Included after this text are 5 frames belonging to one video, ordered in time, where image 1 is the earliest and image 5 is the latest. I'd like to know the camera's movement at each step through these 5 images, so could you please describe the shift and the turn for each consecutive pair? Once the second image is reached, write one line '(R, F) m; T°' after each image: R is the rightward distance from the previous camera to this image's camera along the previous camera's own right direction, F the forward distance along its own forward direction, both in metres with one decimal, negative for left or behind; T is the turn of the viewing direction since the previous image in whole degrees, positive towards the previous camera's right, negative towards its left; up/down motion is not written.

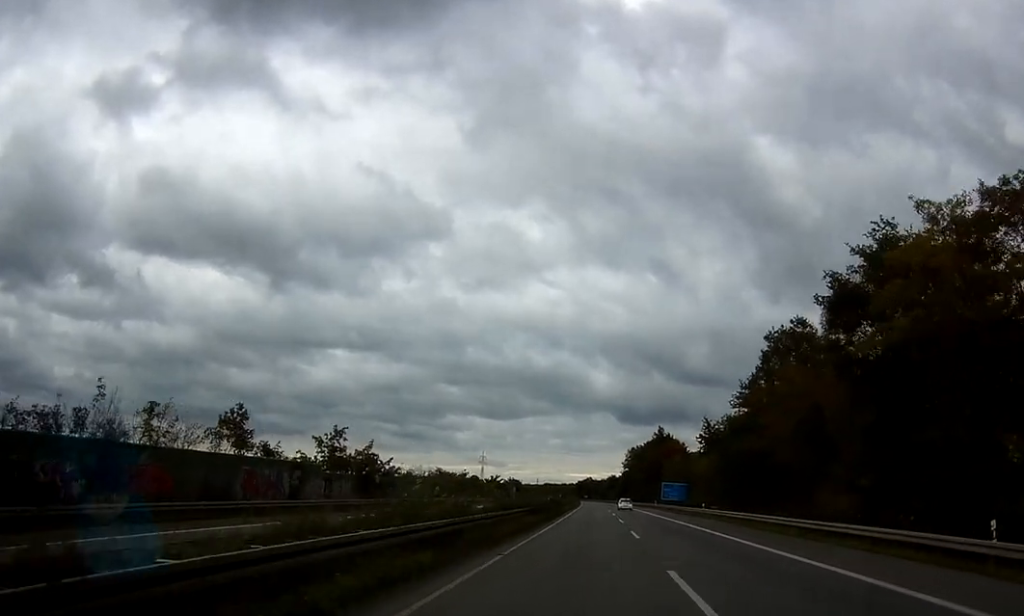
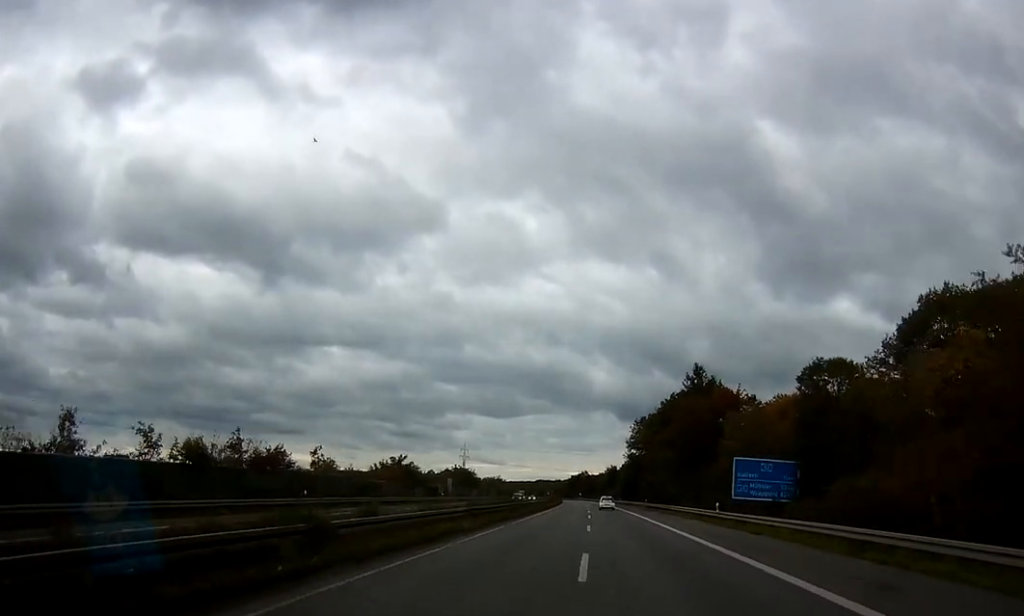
(+0.7, +66.7) m; +2°
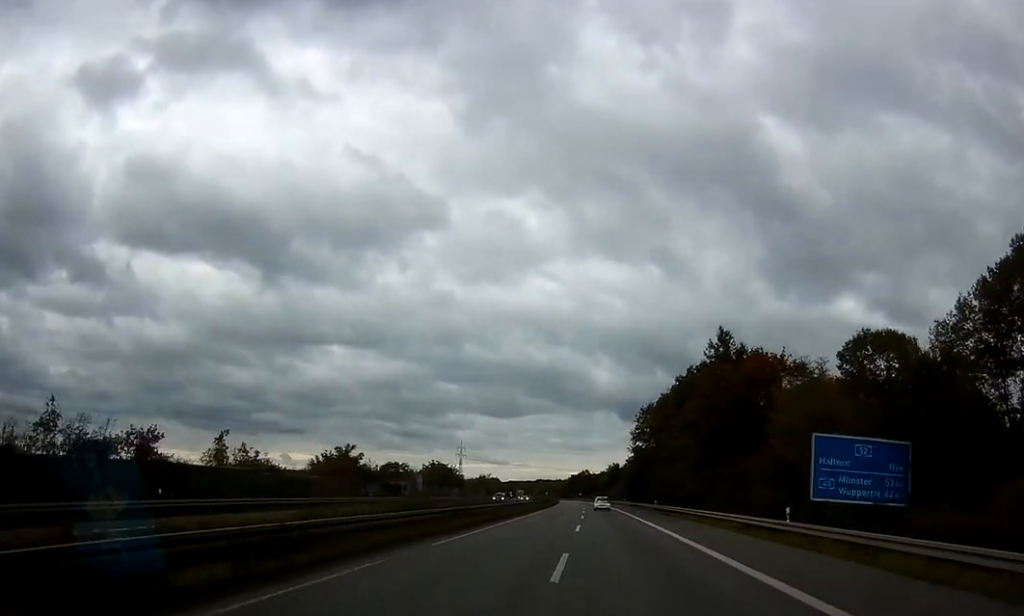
(0.0, +17.5) m; 0°
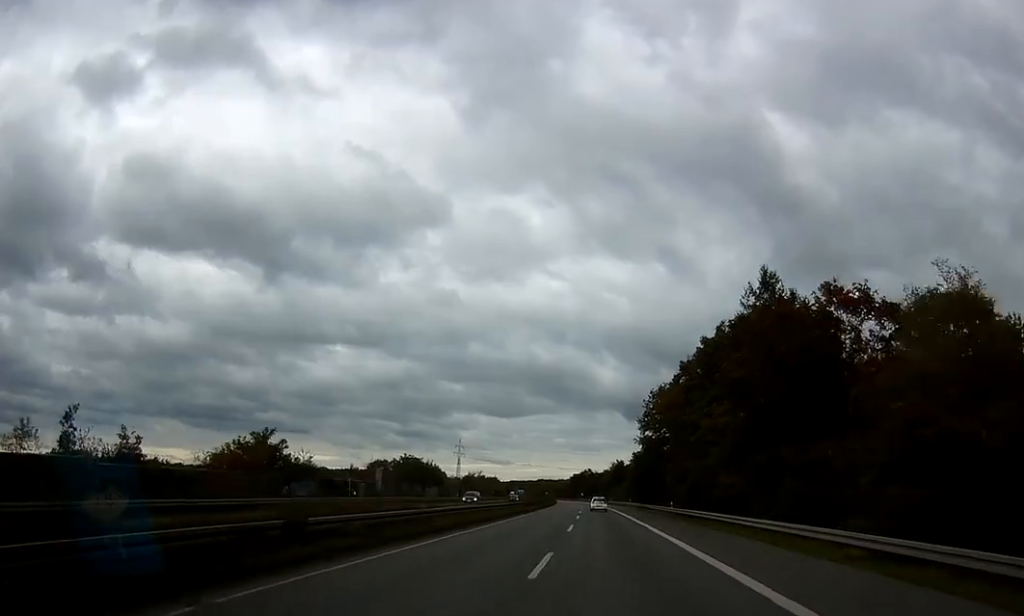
(0.0, +17.1) m; 0°
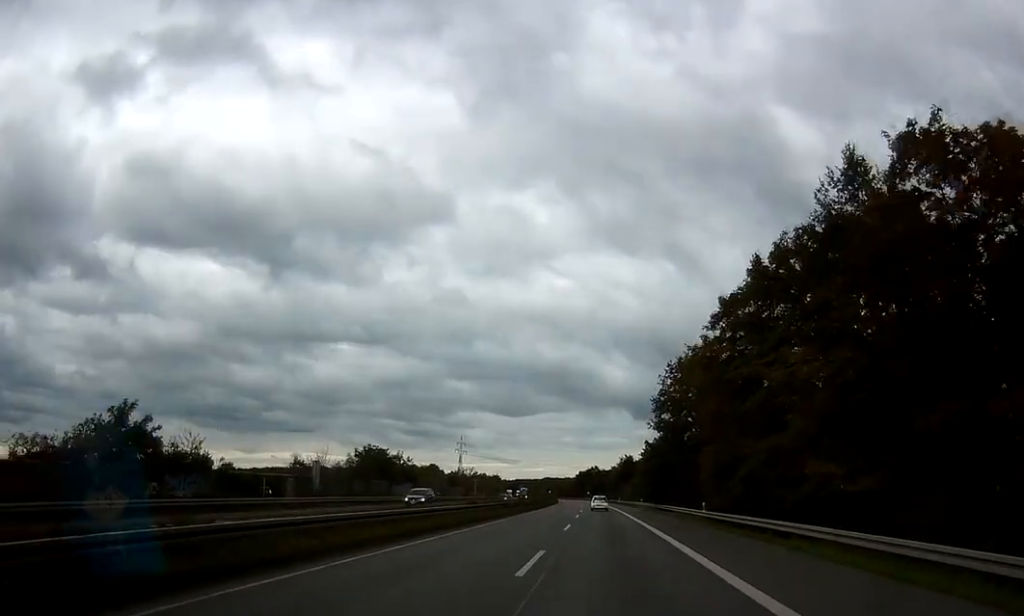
(0.0, +17.3) m; 0°
